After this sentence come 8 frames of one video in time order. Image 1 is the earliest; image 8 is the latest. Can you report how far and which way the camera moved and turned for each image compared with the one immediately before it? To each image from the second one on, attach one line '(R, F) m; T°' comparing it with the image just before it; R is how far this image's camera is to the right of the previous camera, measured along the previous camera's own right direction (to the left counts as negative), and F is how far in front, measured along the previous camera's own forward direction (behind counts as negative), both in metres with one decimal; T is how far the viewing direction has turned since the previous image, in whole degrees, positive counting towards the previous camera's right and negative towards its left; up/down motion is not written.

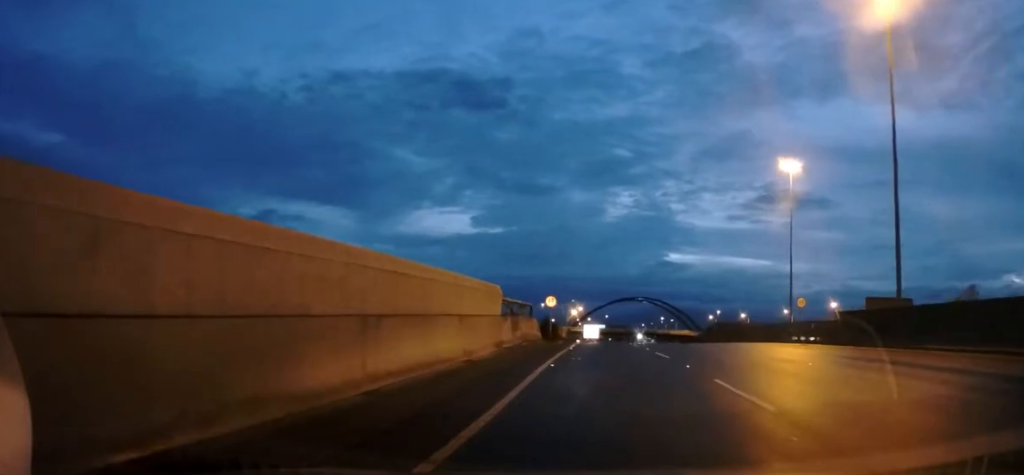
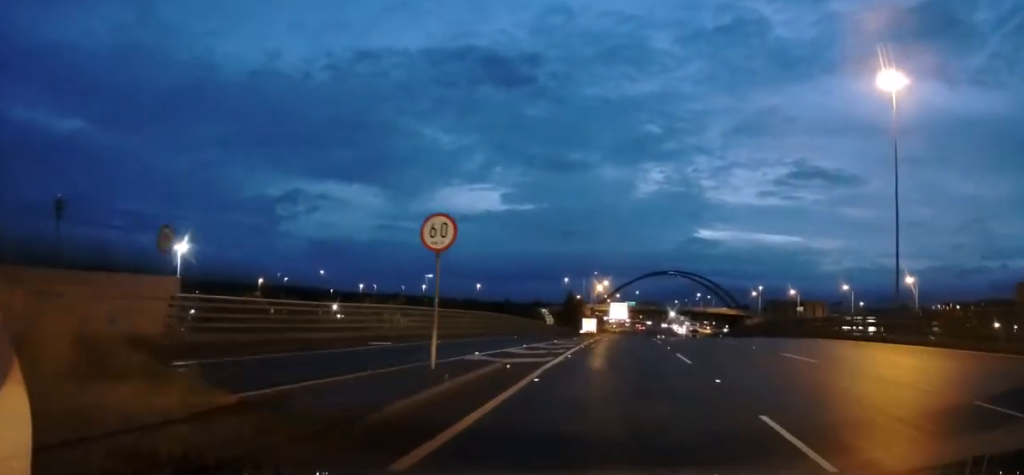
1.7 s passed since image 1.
(-1.5, +29.4) m; -2°
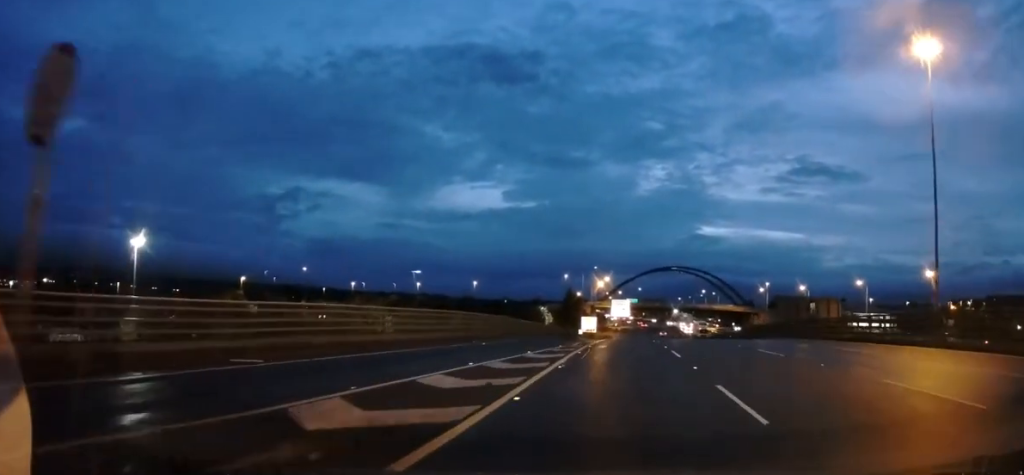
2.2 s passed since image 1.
(+0.2, +8.9) m; 0°
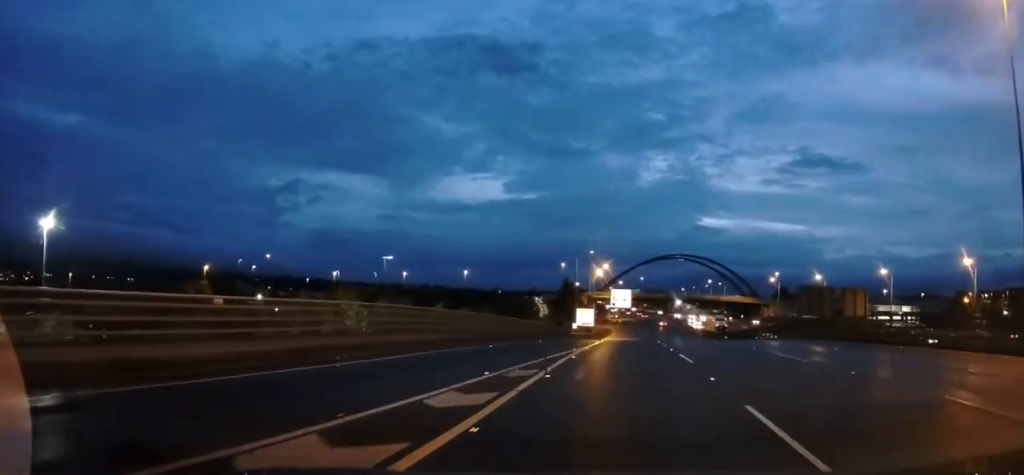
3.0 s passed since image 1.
(+0.1, +14.9) m; -1°
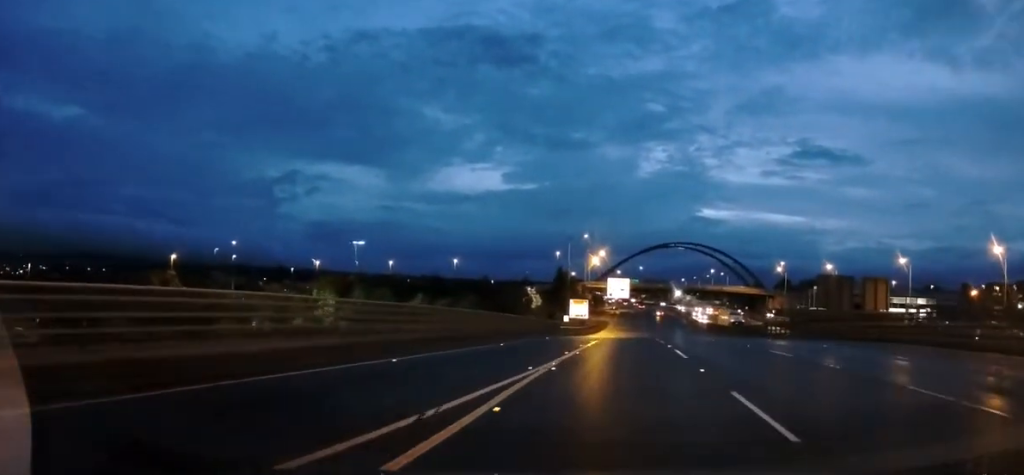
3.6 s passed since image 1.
(-0.4, +10.8) m; -1°
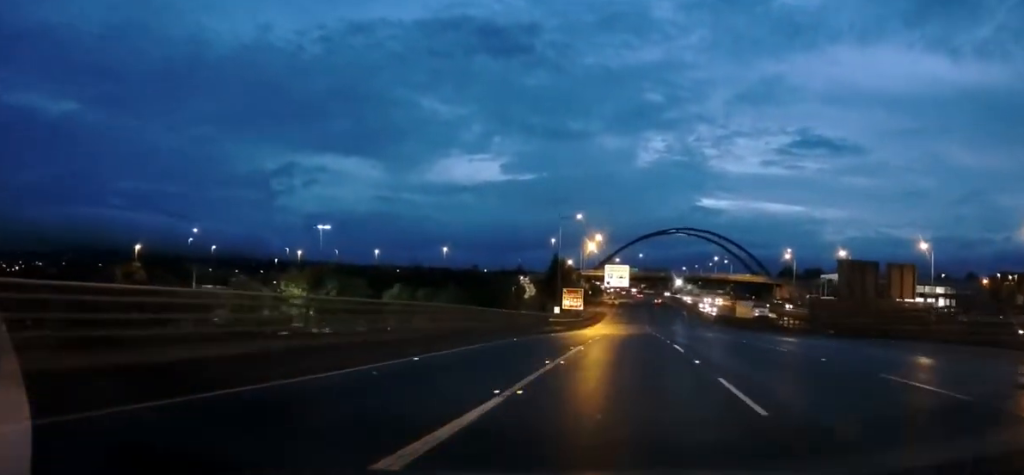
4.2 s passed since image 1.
(+0.2, +10.7) m; 0°
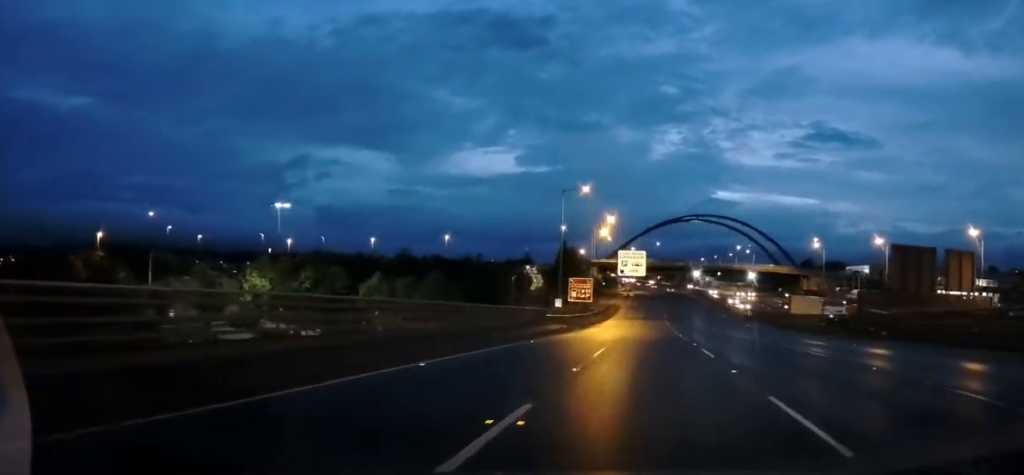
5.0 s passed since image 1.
(+0.2, +14.2) m; 0°
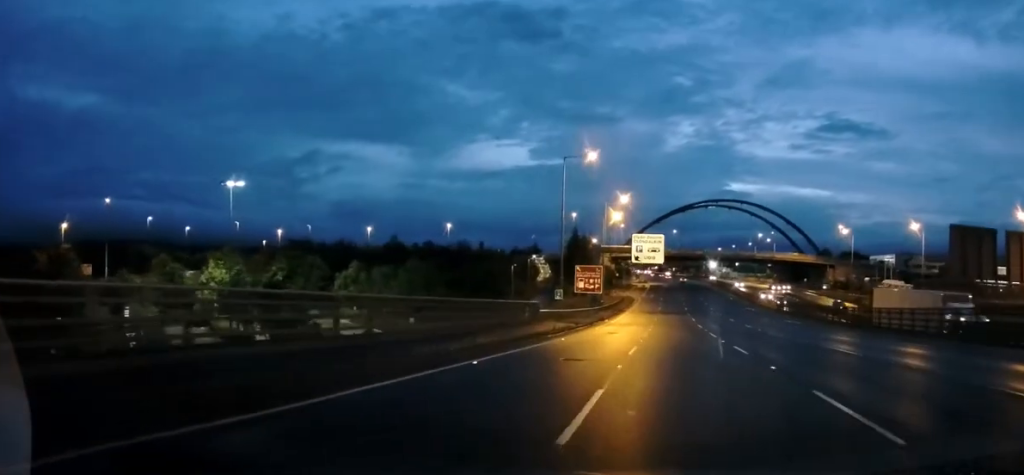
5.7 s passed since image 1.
(0.0, +11.8) m; -2°
